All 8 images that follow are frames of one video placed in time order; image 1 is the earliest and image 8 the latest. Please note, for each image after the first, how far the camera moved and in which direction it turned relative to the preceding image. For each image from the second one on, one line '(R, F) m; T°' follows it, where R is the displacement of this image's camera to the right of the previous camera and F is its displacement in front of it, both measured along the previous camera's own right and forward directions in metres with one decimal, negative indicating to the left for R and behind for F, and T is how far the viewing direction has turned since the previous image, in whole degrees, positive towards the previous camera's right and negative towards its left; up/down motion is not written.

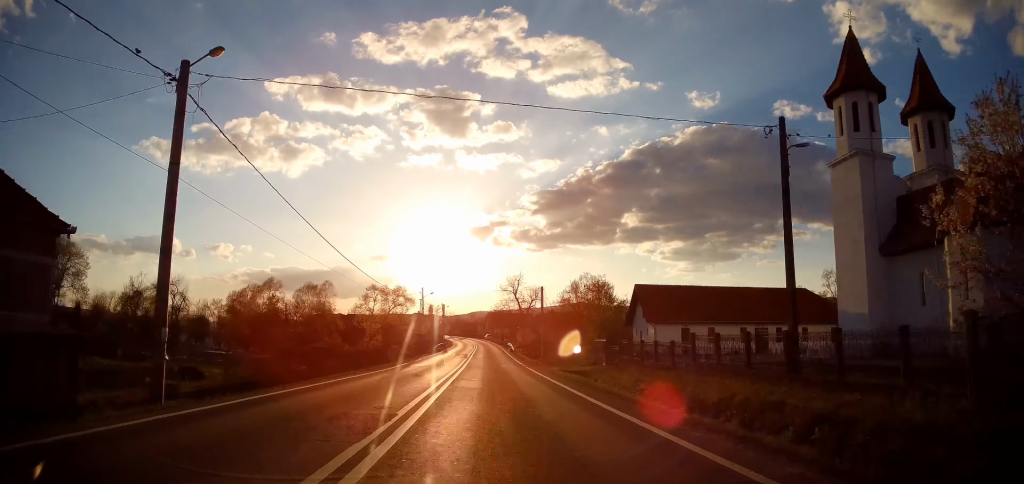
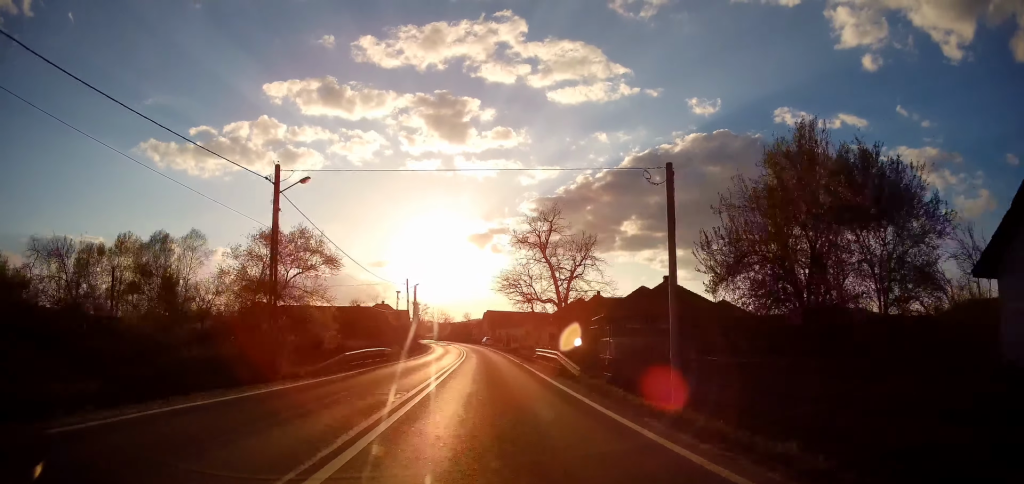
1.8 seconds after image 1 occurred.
(+0.7, +44.2) m; 0°
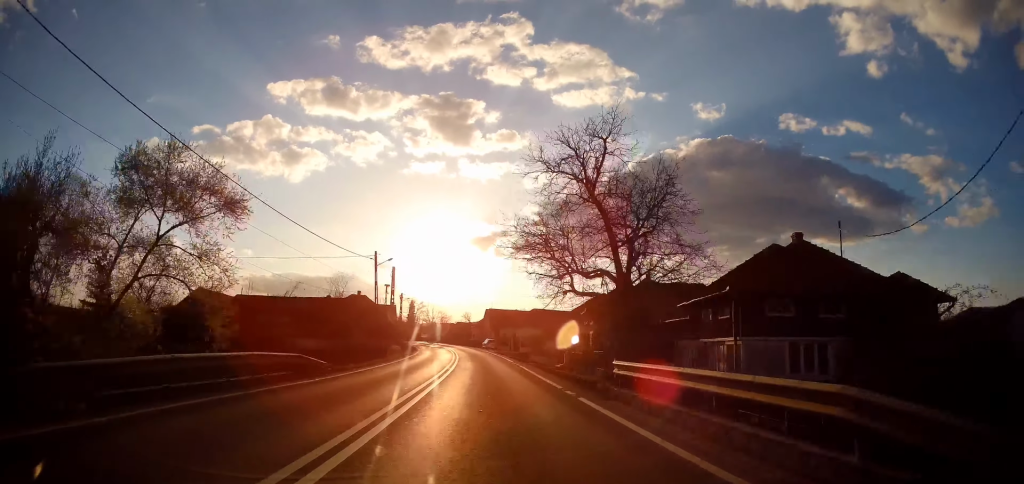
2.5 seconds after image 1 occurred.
(-0.2, +17.9) m; 0°
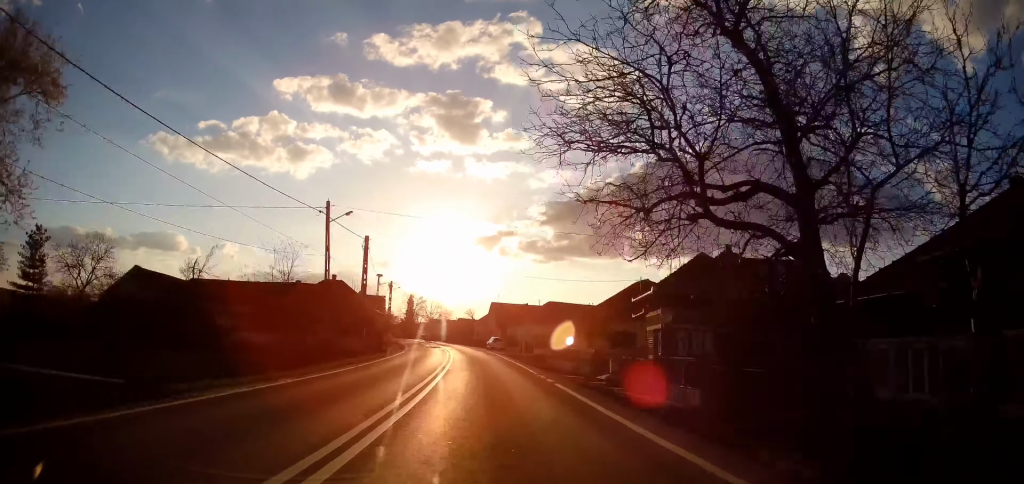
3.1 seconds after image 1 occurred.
(-0.1, +13.8) m; 0°
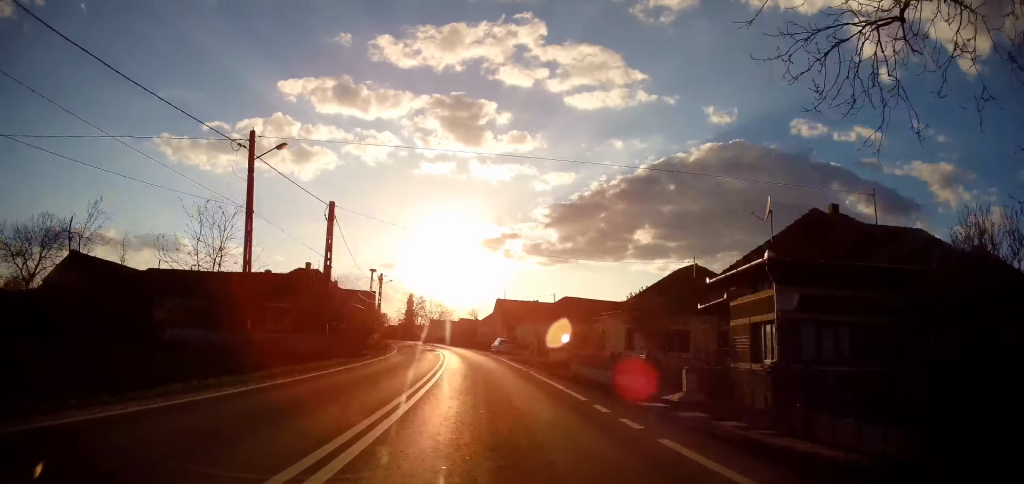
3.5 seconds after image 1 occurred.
(+0.2, +9.7) m; 0°
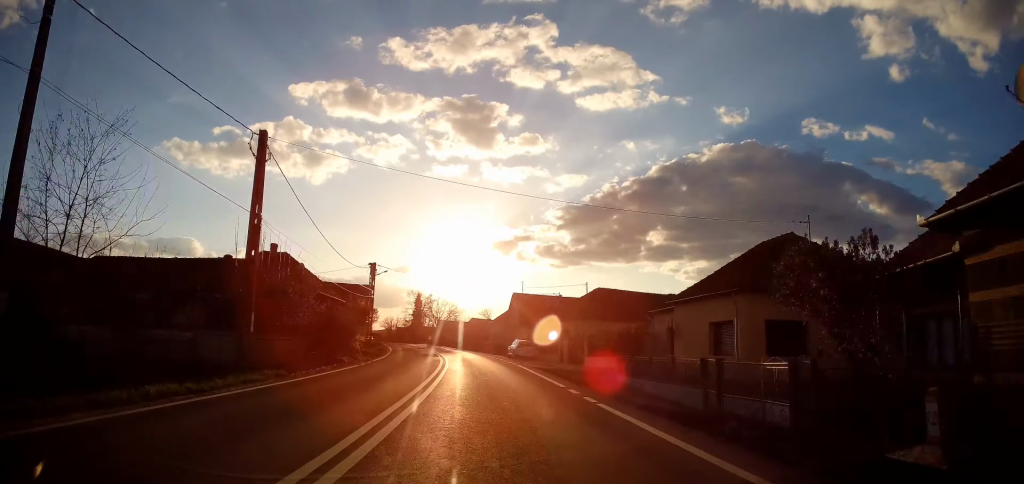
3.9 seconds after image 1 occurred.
(+0.2, +10.4) m; 0°
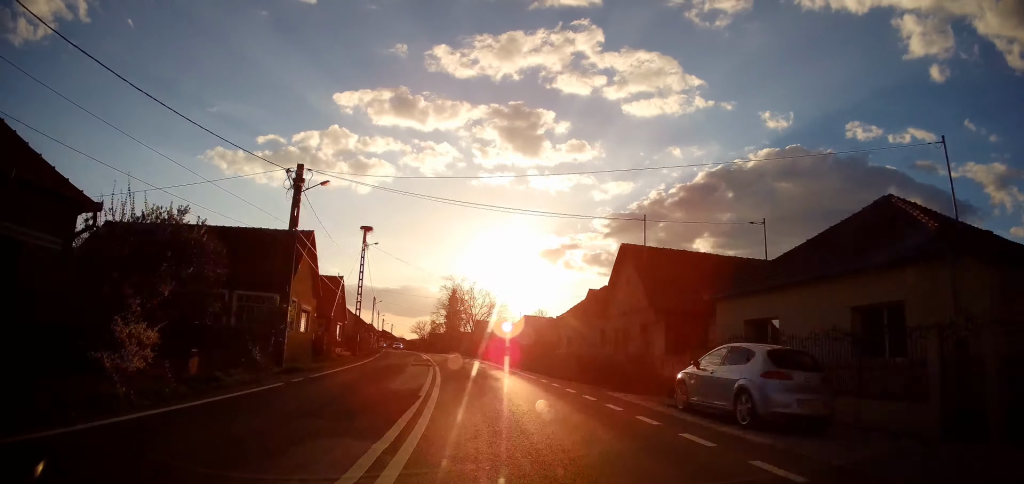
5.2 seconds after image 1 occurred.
(-0.8, +31.0) m; -3°
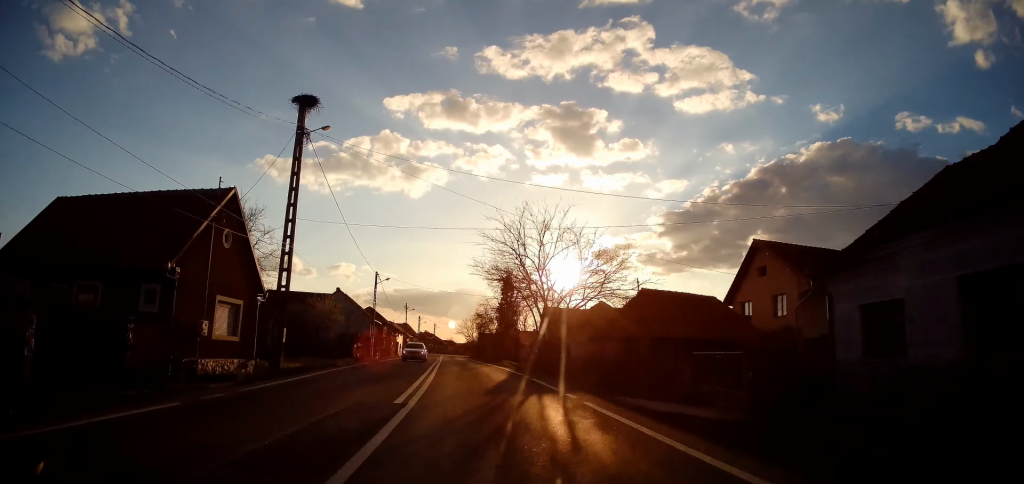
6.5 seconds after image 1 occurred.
(-1.3, +29.4) m; -5°
